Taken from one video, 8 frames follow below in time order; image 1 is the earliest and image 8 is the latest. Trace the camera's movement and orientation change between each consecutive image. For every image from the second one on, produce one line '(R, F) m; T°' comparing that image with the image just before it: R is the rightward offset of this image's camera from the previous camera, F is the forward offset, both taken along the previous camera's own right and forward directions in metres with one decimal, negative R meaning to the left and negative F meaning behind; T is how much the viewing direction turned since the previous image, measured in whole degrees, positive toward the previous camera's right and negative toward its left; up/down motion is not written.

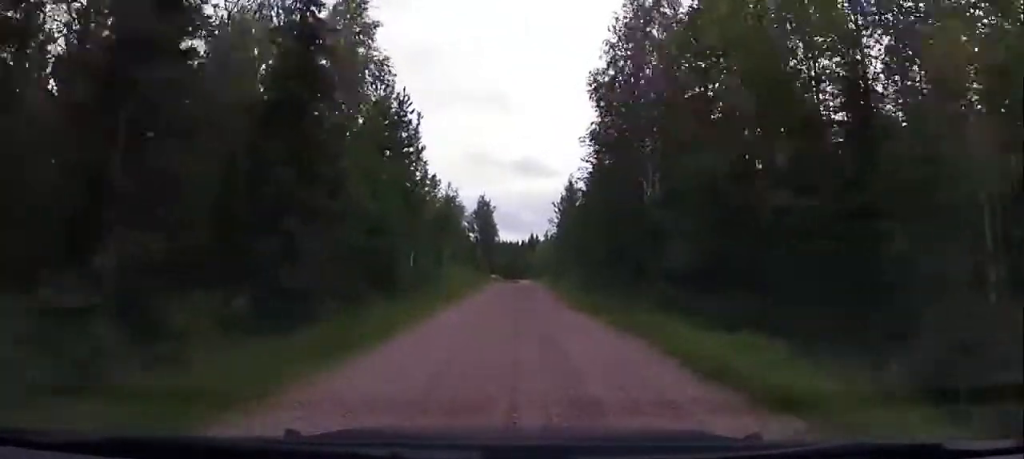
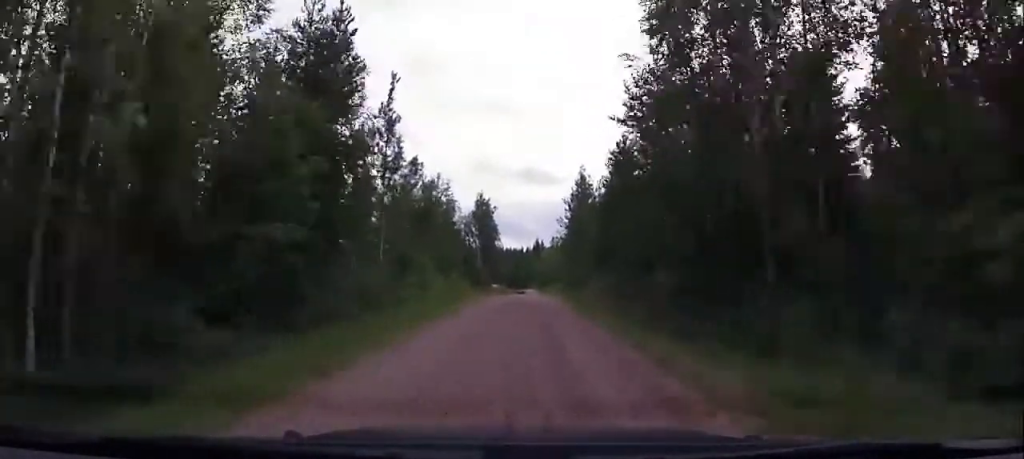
(-0.2, +14.0) m; -1°
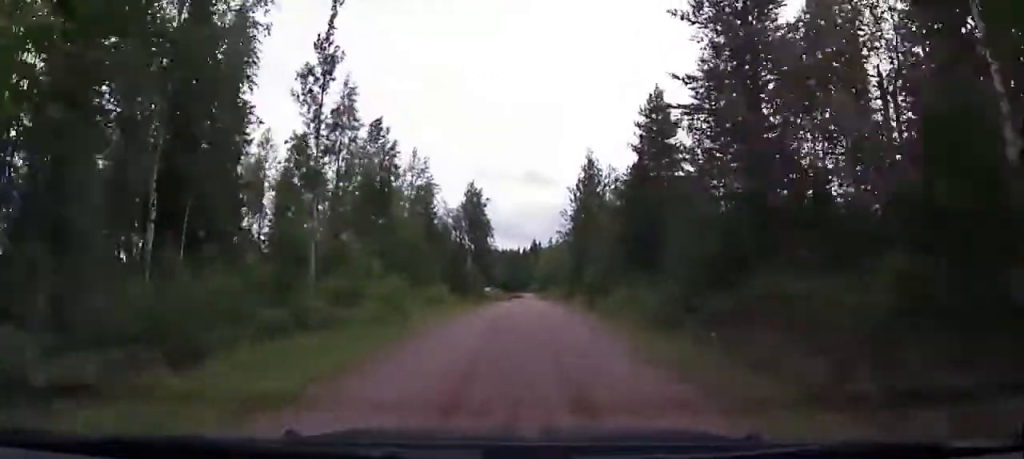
(0.0, +14.4) m; 0°
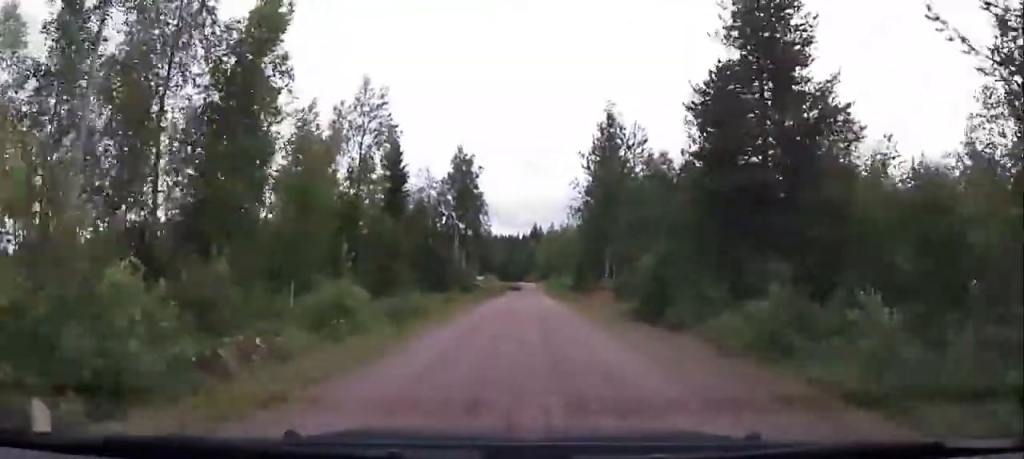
(+0.1, +16.7) m; 0°
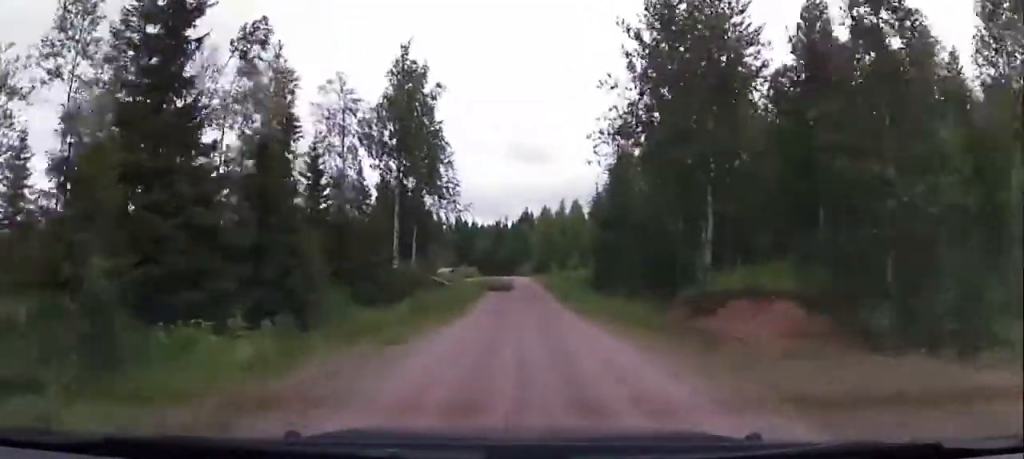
(-0.7, +31.0) m; -1°
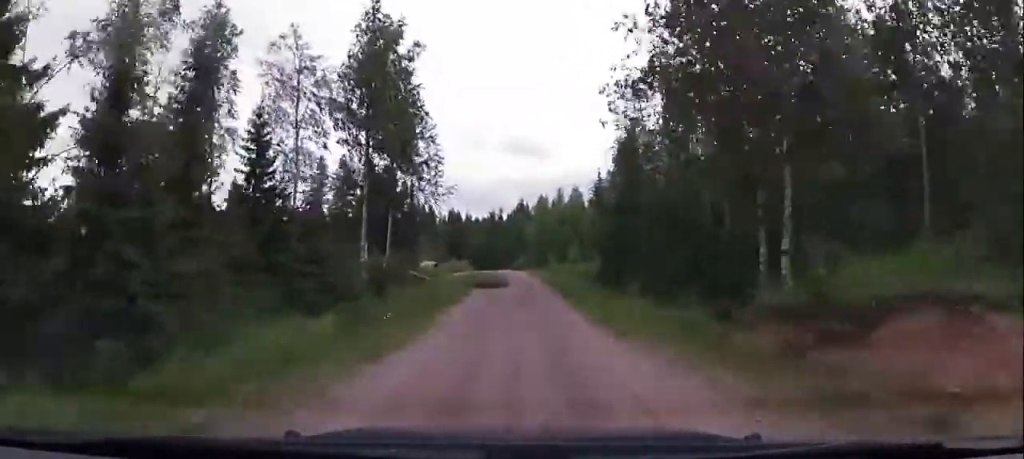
(+0.1, +7.6) m; +1°
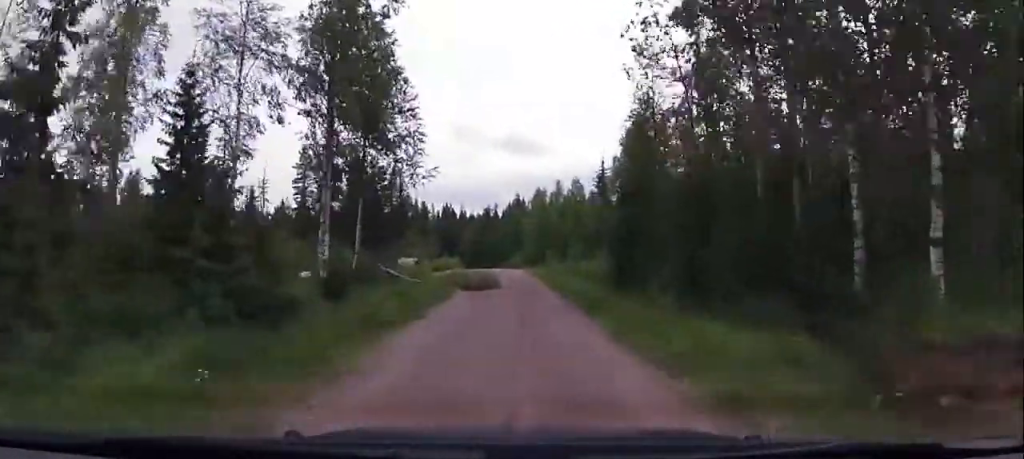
(+0.1, +6.6) m; 0°
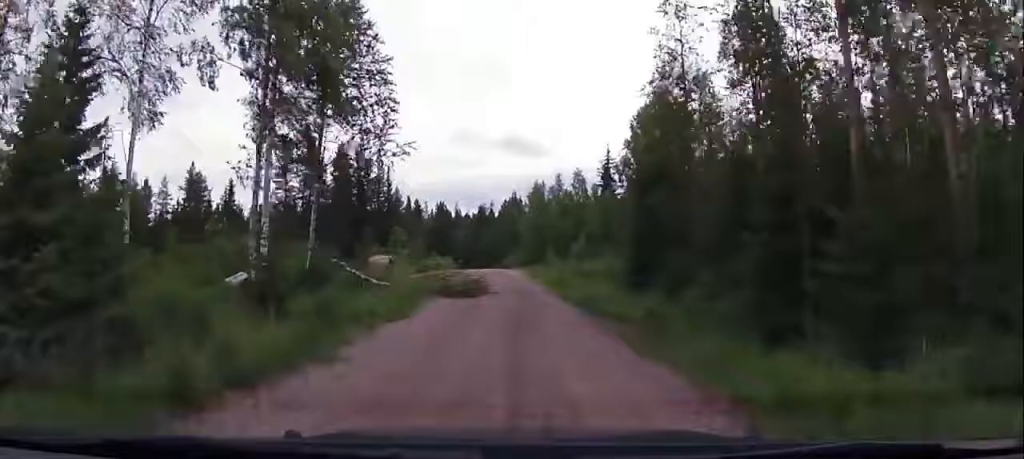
(+0.2, +6.8) m; 0°
